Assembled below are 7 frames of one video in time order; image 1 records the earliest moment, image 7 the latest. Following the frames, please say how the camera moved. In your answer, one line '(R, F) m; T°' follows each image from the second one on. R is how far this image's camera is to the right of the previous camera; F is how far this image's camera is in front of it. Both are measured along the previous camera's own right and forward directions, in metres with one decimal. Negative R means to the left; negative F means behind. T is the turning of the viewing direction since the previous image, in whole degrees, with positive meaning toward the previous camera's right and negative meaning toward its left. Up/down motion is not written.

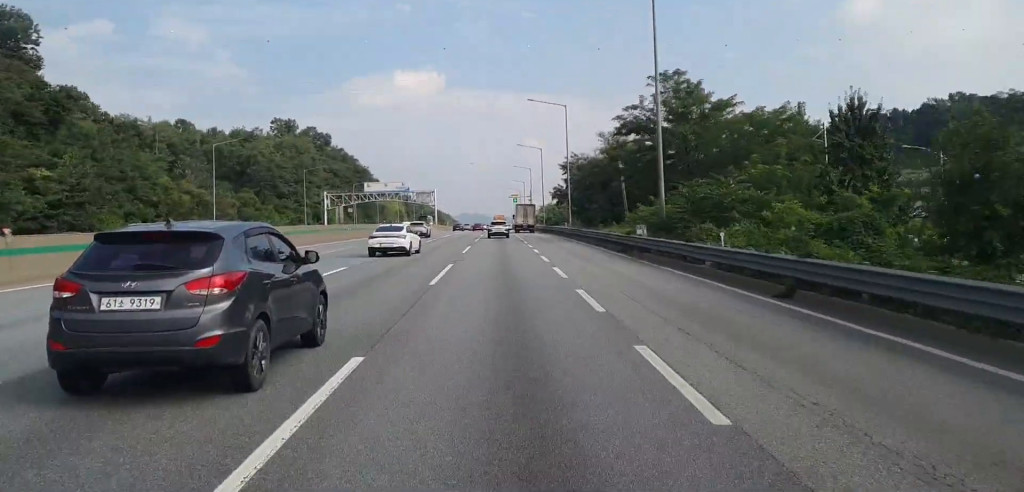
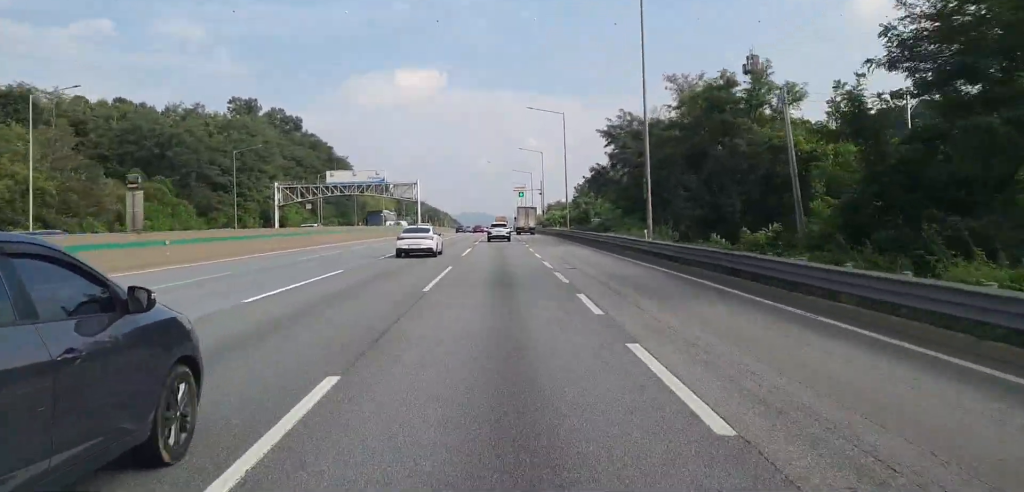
(+0.1, +37.4) m; -1°
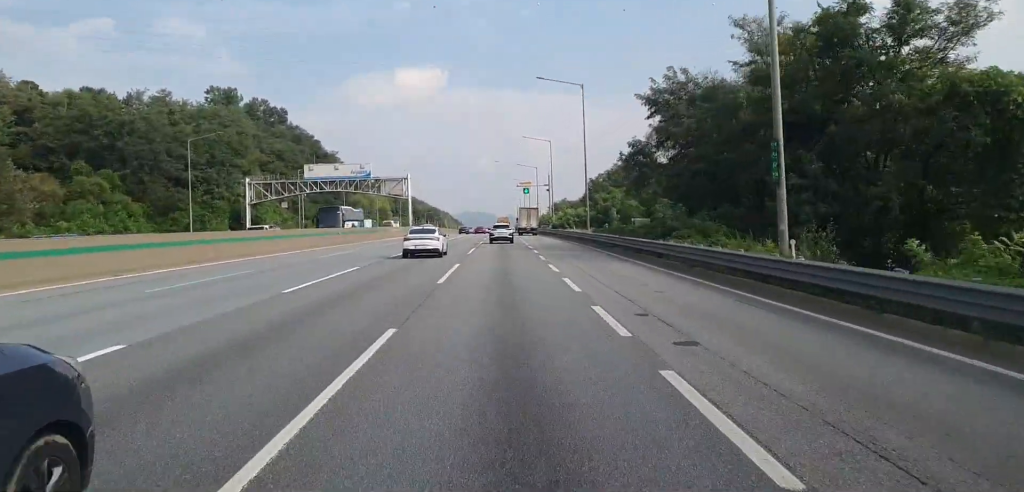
(-0.2, +15.5) m; 0°
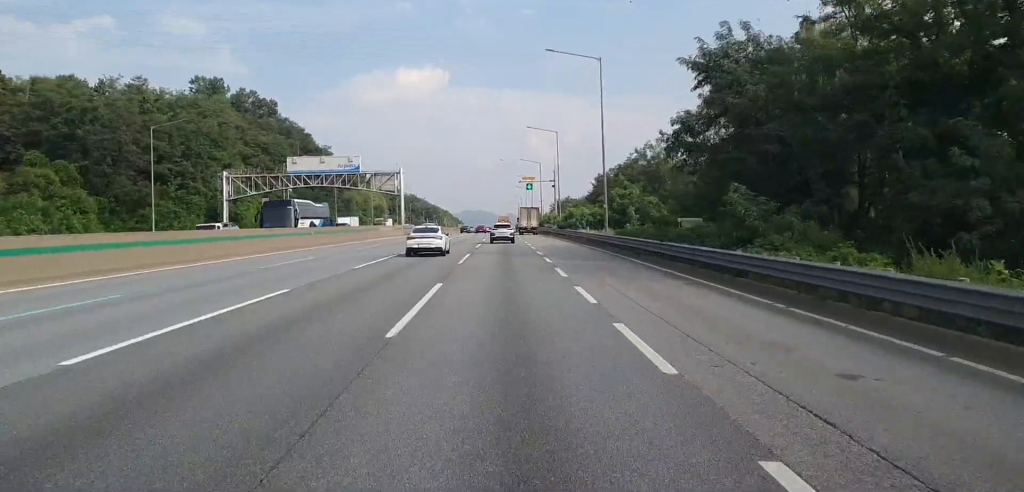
(0.0, +9.6) m; 0°
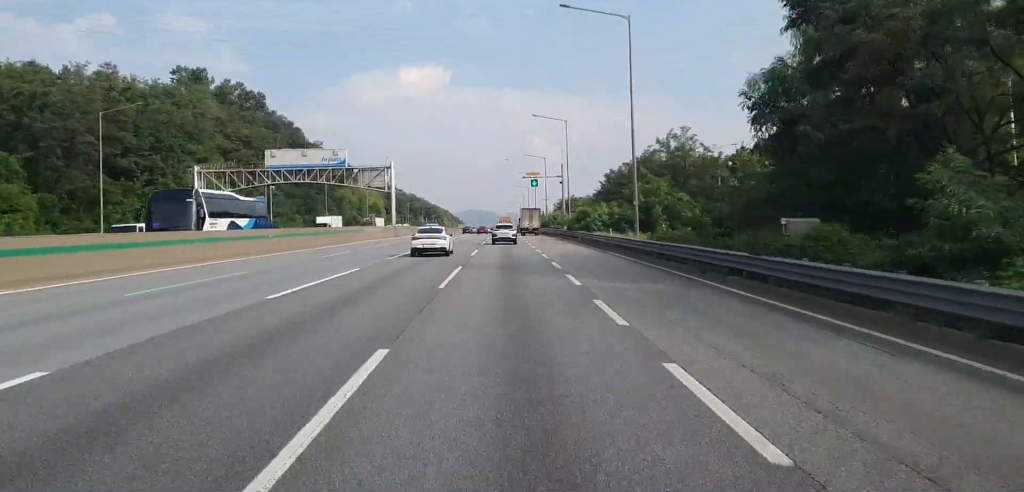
(0.0, +10.2) m; 0°
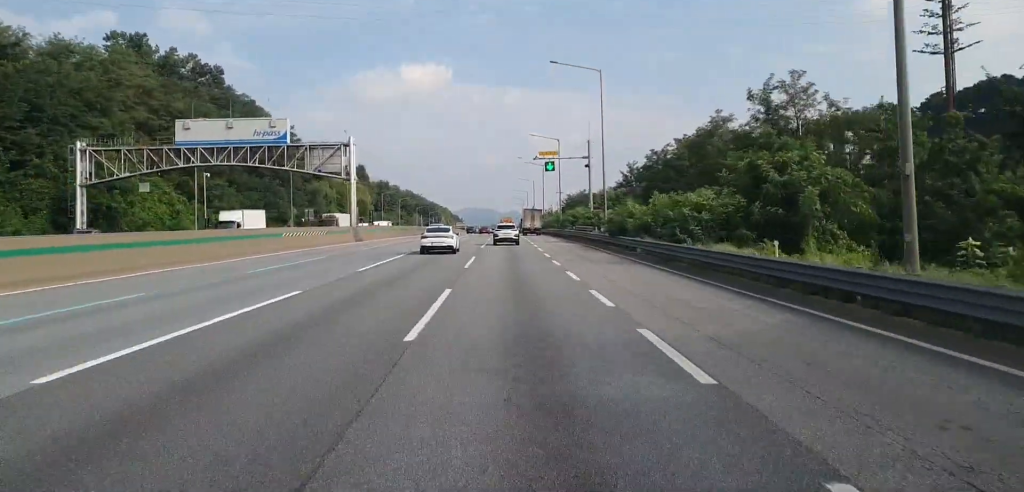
(+0.3, +26.0) m; +1°
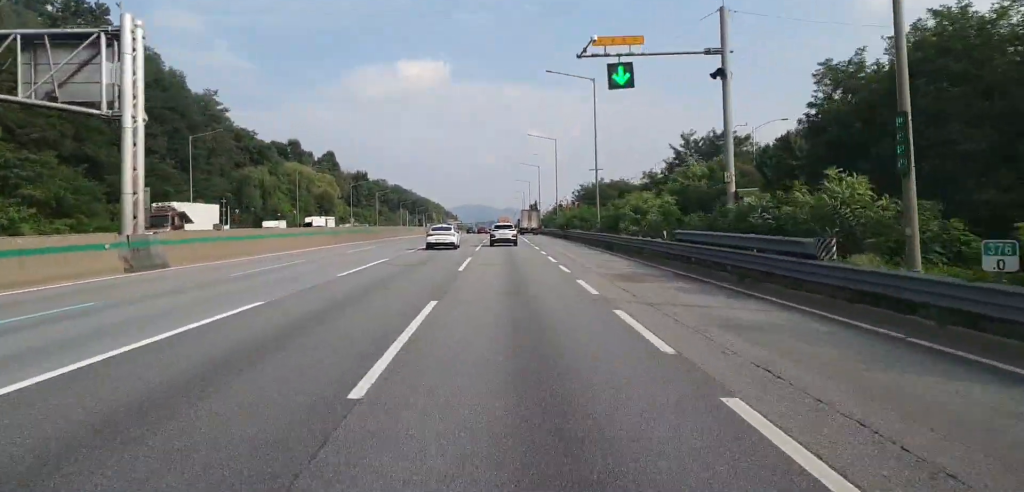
(-0.3, +39.9) m; -1°
